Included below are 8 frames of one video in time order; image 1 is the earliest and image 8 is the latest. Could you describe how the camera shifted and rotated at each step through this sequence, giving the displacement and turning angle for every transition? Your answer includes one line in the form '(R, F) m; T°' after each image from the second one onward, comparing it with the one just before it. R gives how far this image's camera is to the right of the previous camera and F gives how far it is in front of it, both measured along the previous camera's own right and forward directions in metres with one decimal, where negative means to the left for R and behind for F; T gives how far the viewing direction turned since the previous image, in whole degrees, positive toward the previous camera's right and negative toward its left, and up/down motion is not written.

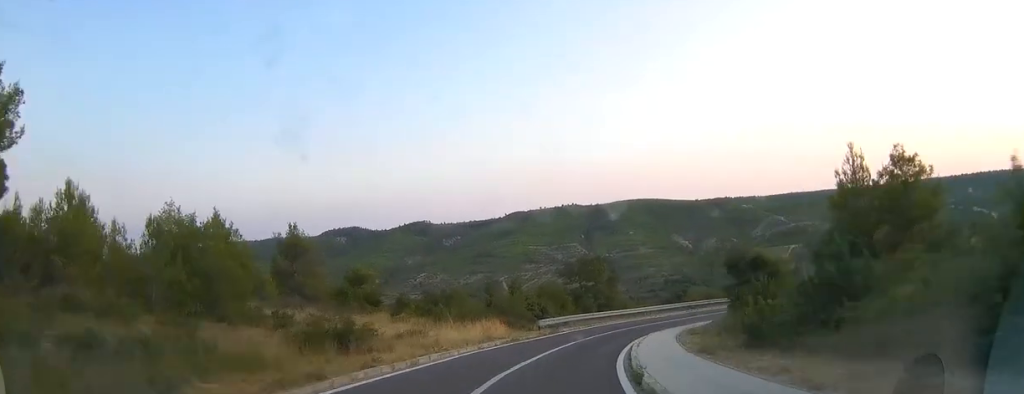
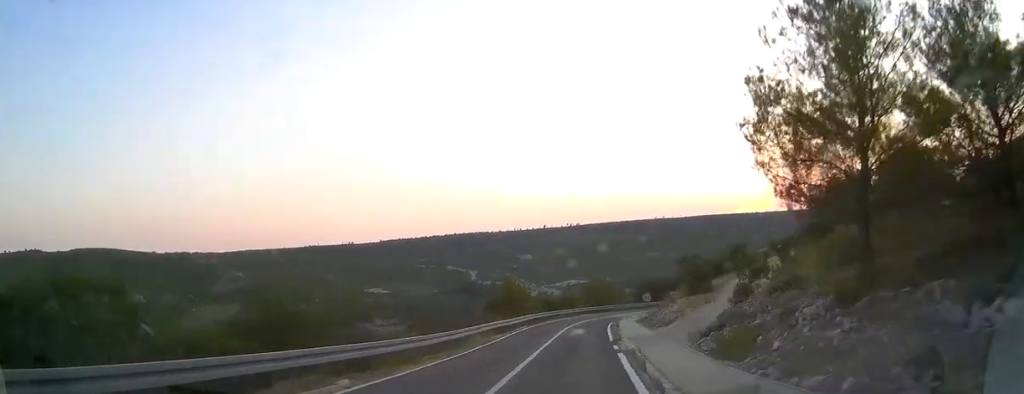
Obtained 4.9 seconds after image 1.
(+20.1, +55.4) m; +47°
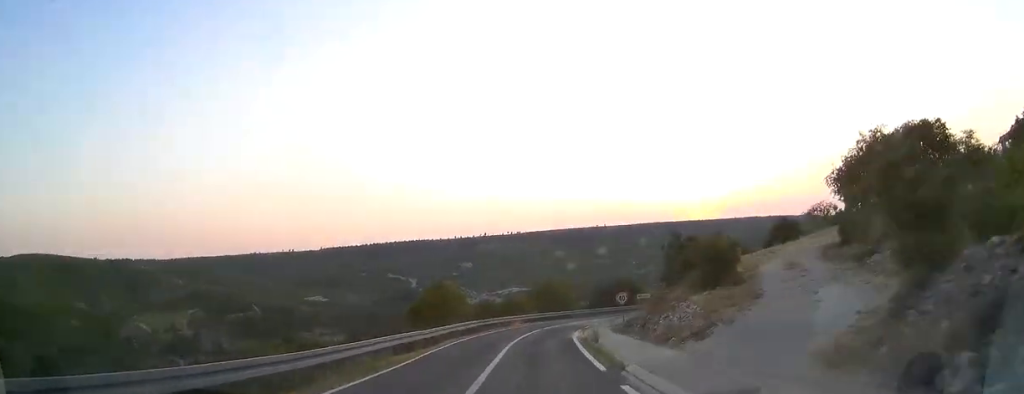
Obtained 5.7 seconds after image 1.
(+1.4, +9.4) m; +5°
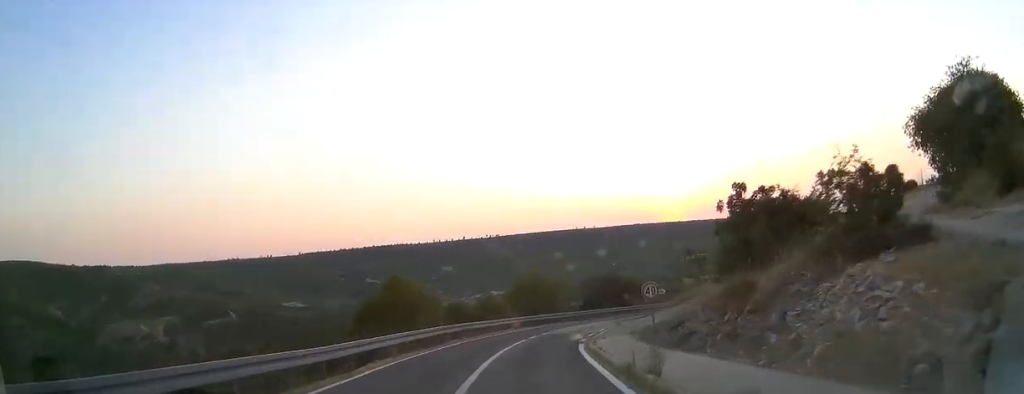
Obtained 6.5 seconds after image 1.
(+0.6, +9.5) m; +5°
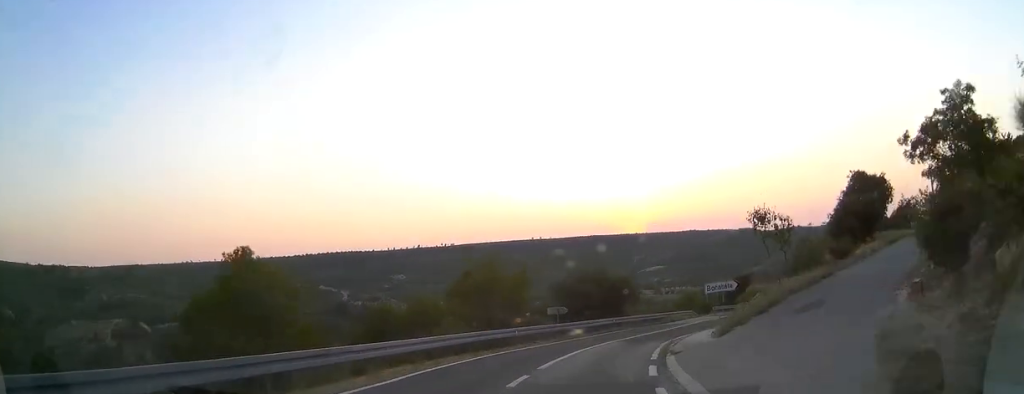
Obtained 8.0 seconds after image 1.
(+1.4, +17.4) m; +11°
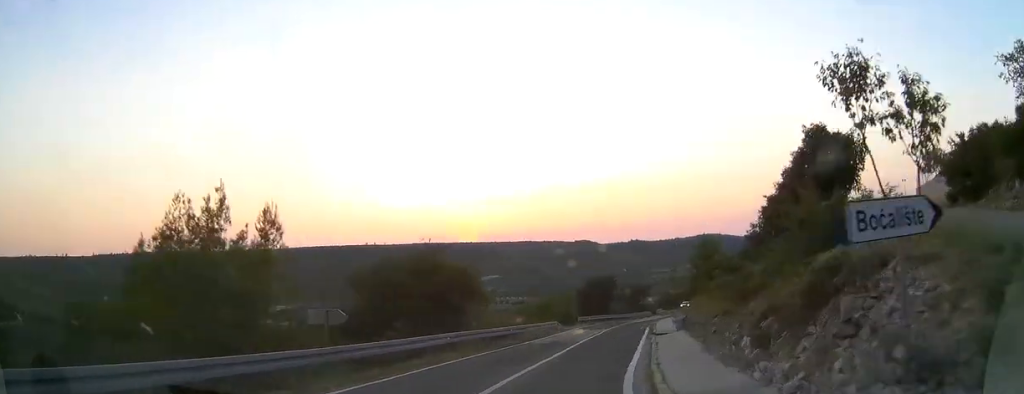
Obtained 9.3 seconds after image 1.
(+0.8, +15.9) m; +11°
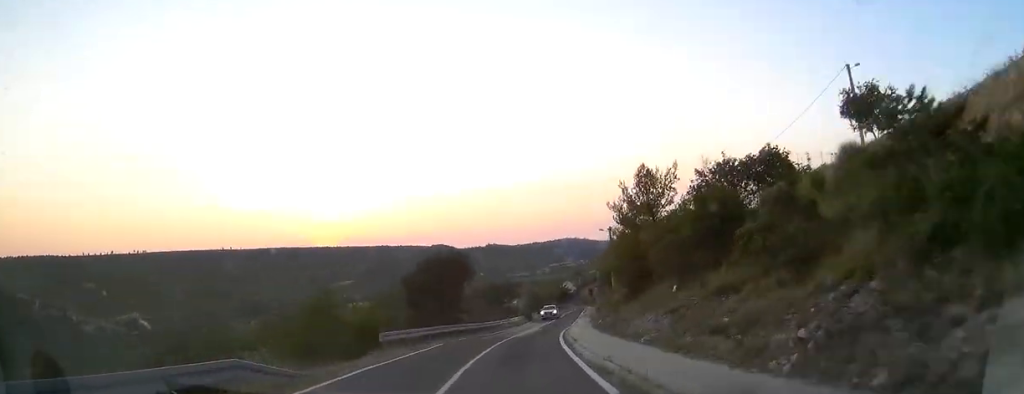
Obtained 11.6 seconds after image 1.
(+5.5, +28.5) m; +16°
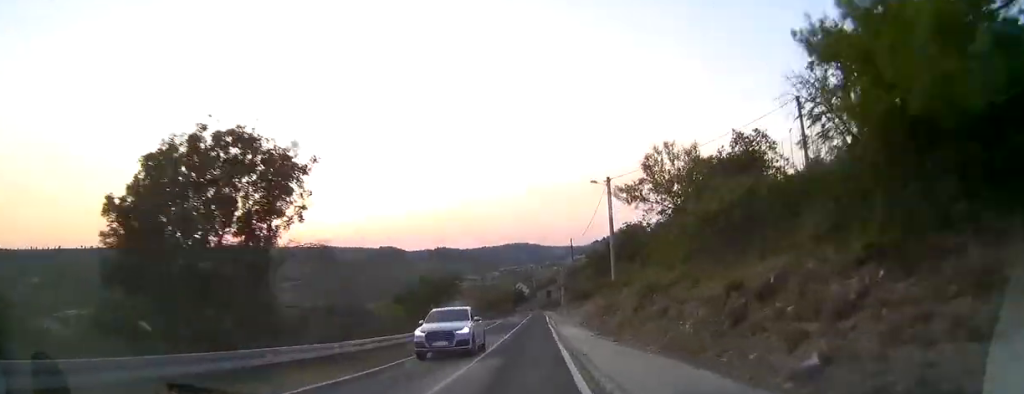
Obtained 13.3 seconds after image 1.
(+1.5, +23.7) m; +5°
